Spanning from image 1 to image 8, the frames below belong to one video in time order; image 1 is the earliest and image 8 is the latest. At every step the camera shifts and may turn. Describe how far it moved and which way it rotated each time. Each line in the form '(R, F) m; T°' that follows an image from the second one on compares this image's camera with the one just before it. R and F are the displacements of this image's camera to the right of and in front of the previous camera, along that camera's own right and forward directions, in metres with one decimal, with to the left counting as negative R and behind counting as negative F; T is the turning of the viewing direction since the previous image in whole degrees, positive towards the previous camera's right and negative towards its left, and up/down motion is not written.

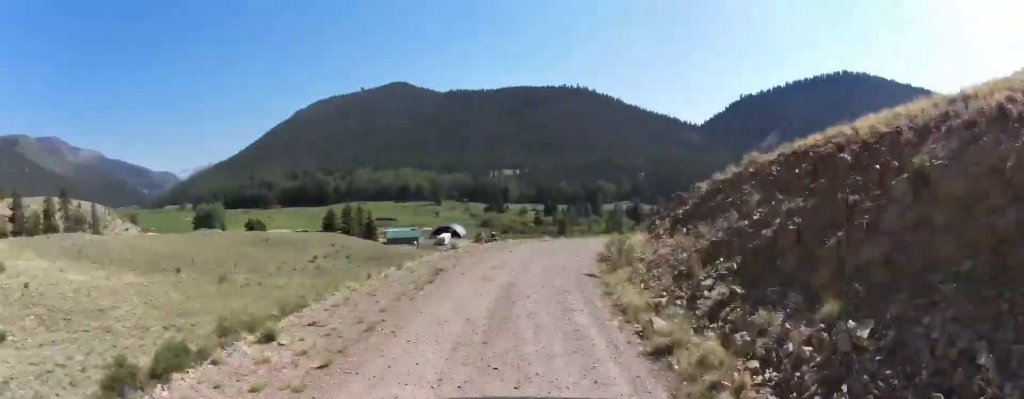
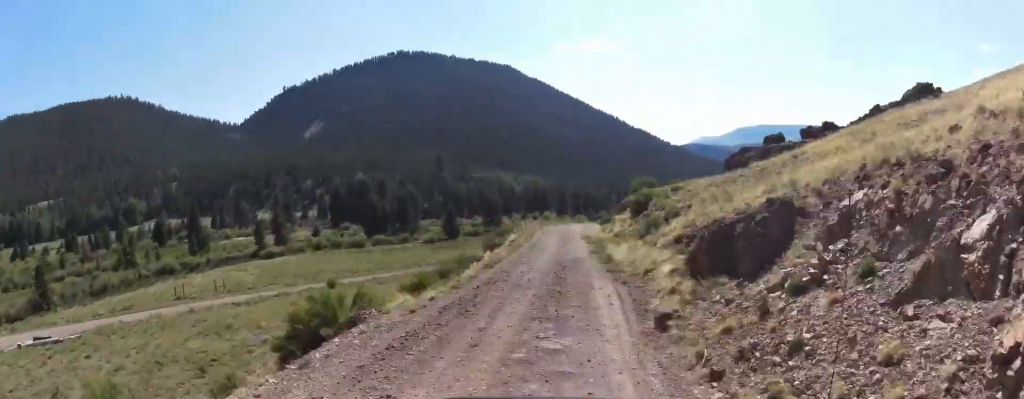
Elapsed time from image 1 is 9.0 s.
(+0.4, +51.7) m; +17°
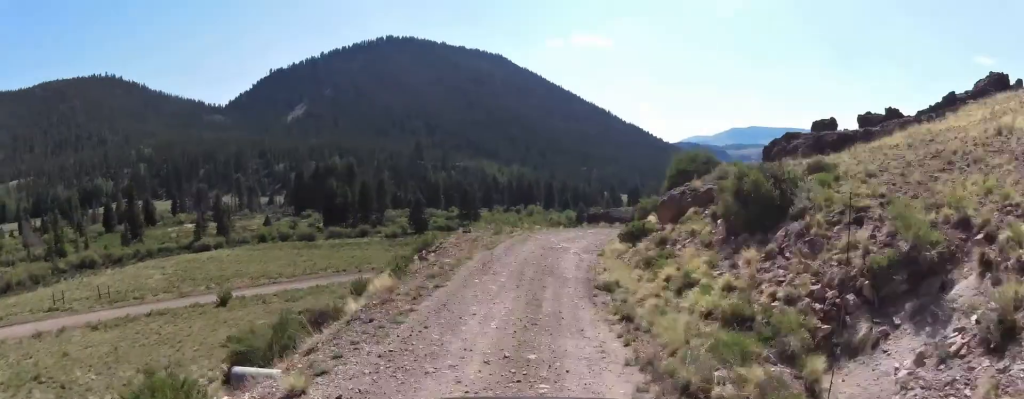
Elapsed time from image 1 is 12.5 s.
(+1.1, +21.8) m; +13°
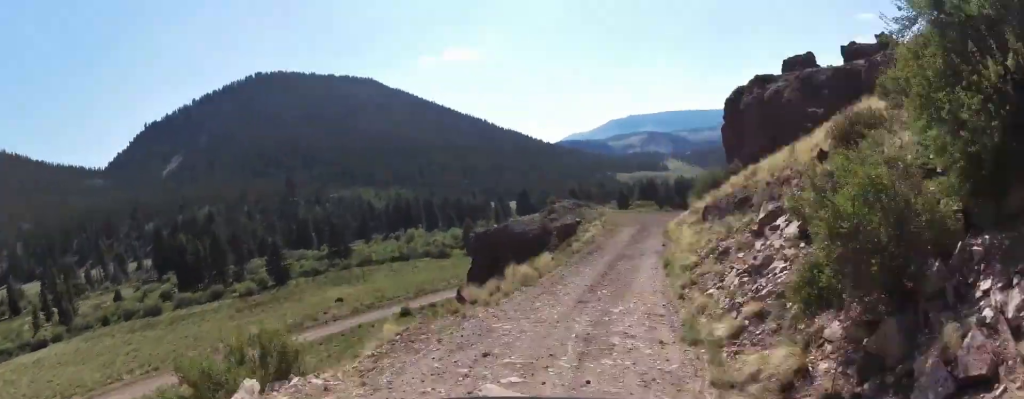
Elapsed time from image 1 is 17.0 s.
(+5.4, +29.0) m; +16°
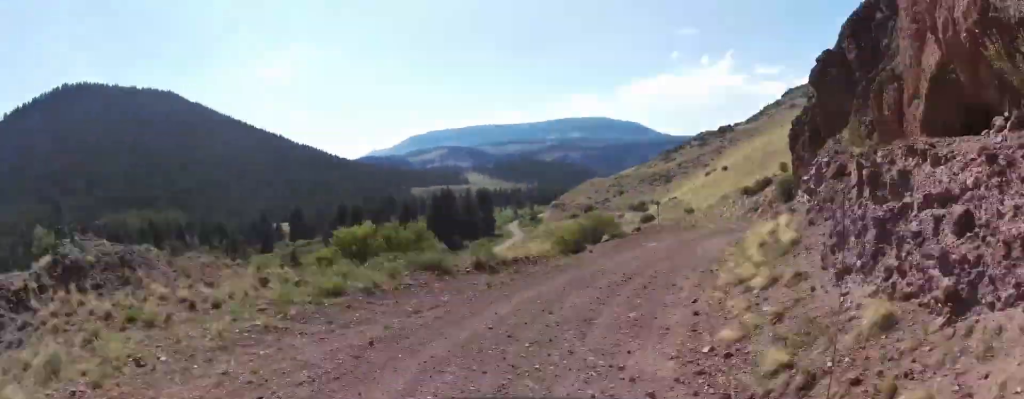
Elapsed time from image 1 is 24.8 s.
(+13.1, +51.3) m; +17°
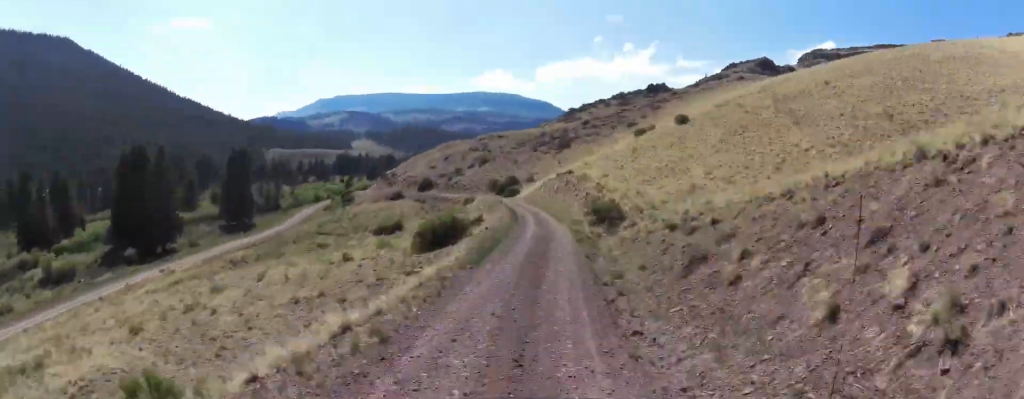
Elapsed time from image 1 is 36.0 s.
(0.0, +88.1) m; -7°
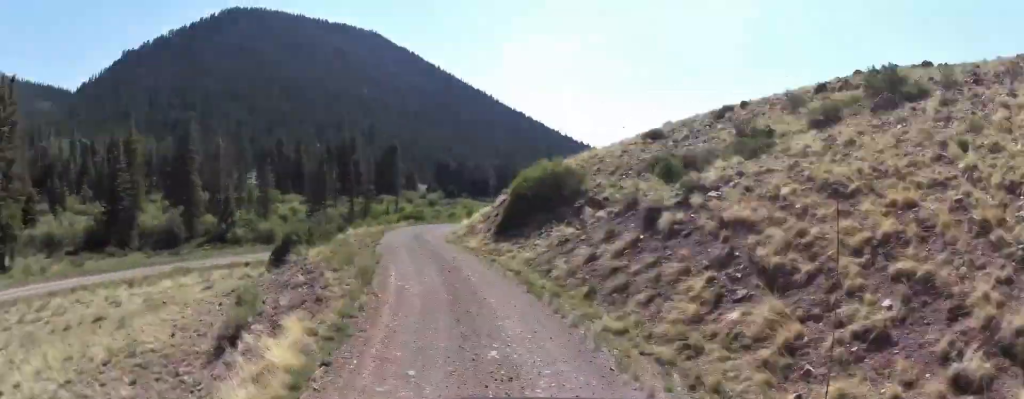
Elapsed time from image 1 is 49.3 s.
(-28.5, +94.5) m; -23°
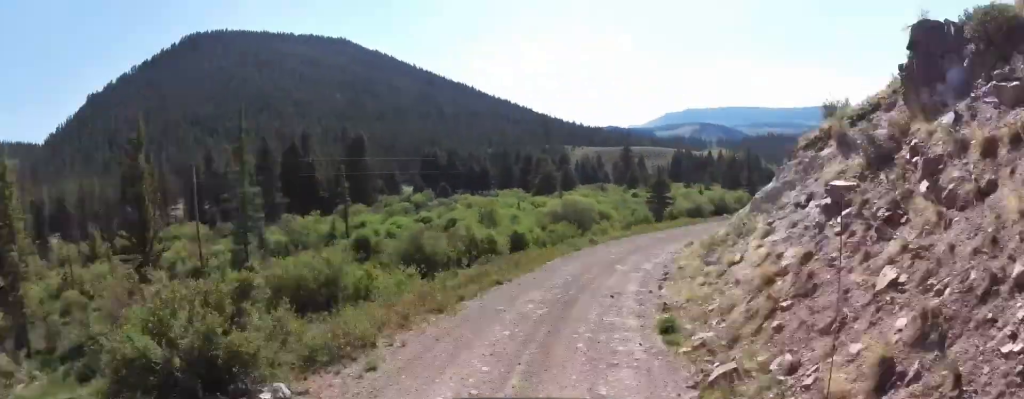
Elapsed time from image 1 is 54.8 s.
(+4.0, +34.8) m; +10°
